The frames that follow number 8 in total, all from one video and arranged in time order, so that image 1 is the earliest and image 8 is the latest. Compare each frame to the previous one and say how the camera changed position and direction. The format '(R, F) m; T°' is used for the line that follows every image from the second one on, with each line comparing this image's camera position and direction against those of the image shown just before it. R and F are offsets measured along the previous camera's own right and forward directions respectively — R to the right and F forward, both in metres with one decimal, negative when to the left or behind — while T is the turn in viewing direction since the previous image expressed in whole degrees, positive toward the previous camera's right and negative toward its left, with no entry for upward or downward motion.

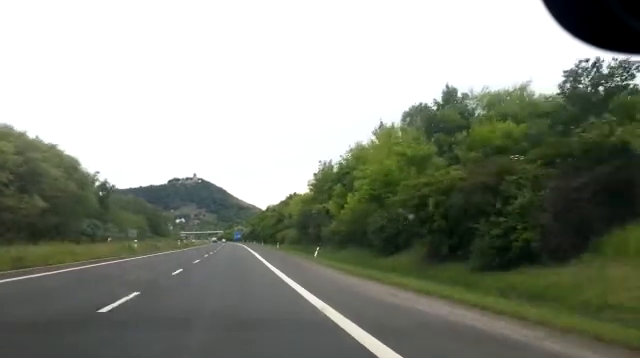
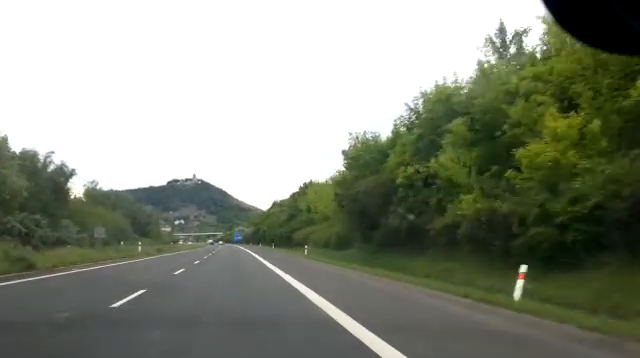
(+0.4, +28.2) m; 0°
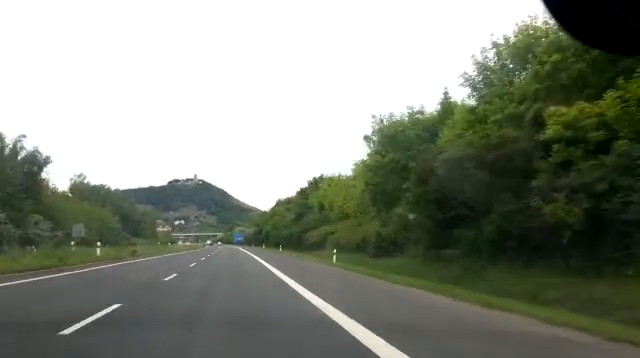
(0.0, +10.6) m; 0°
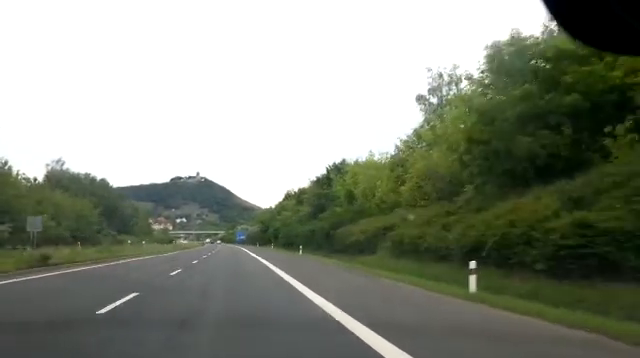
(-0.1, +15.1) m; 0°
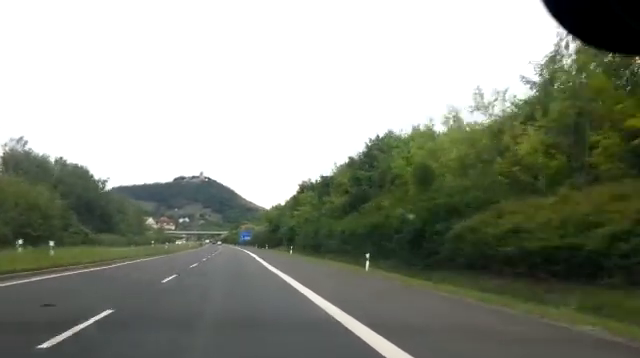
(-0.1, +19.1) m; 0°
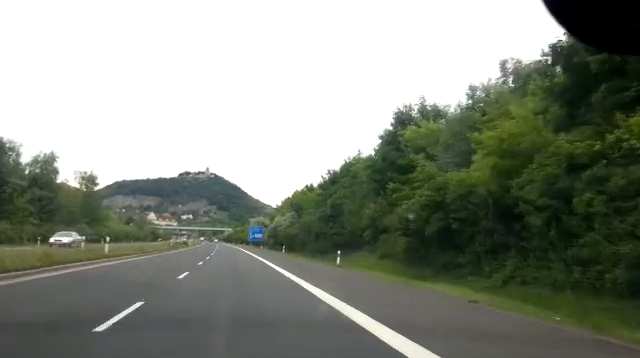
(-0.6, +52.5) m; -2°
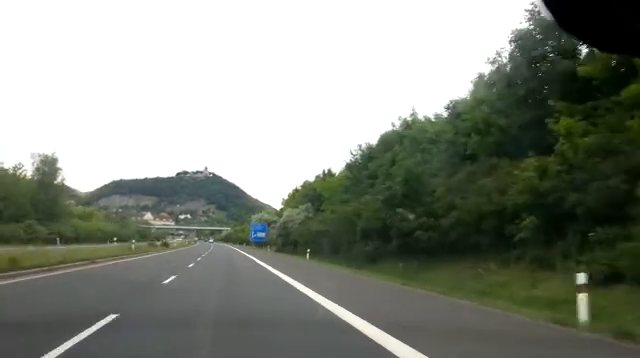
(+0.1, +20.2) m; -1°
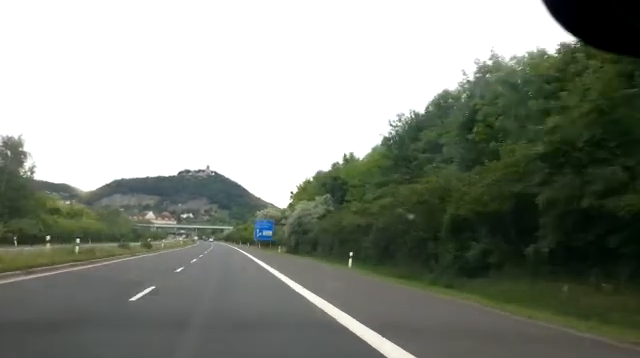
(-0.2, +14.0) m; -1°
